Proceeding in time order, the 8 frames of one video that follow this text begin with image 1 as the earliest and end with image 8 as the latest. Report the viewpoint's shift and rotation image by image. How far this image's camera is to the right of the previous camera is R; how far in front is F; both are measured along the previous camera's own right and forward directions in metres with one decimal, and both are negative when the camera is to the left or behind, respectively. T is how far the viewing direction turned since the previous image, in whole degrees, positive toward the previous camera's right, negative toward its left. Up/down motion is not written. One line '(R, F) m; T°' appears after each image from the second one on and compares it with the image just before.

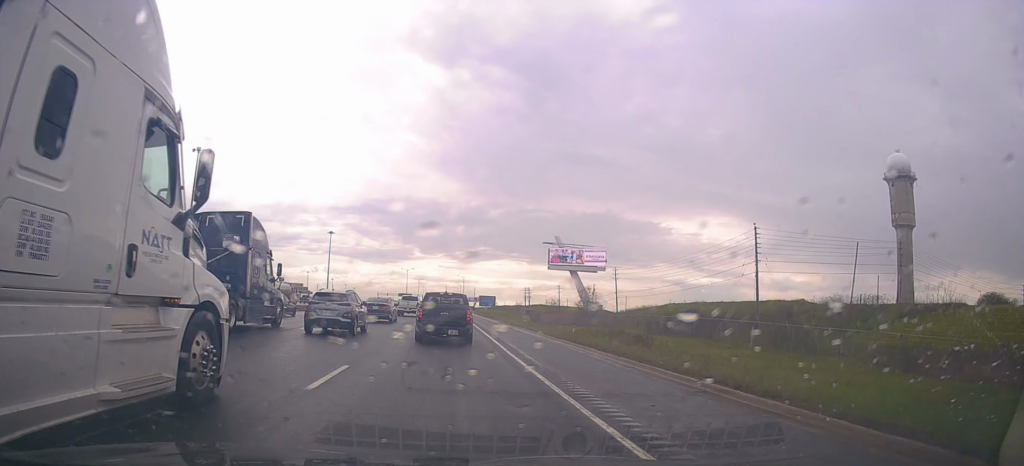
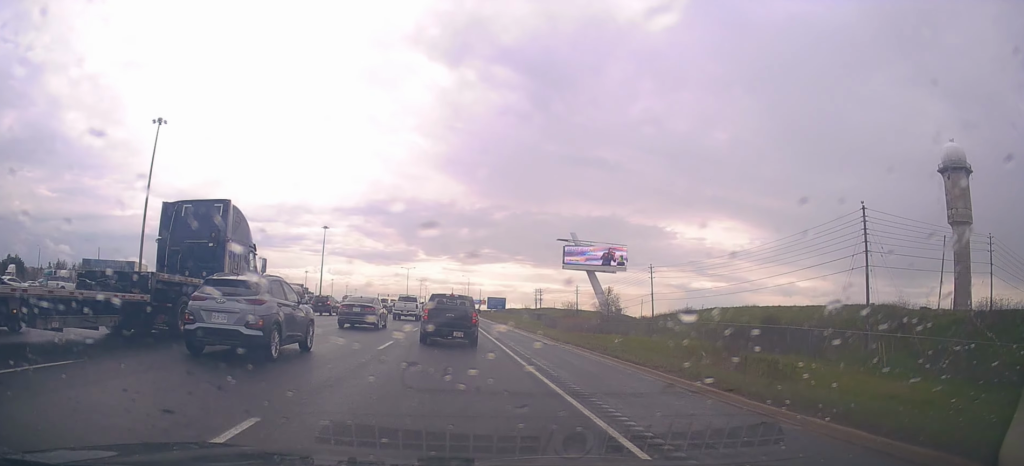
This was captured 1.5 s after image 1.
(0.0, +21.3) m; +1°
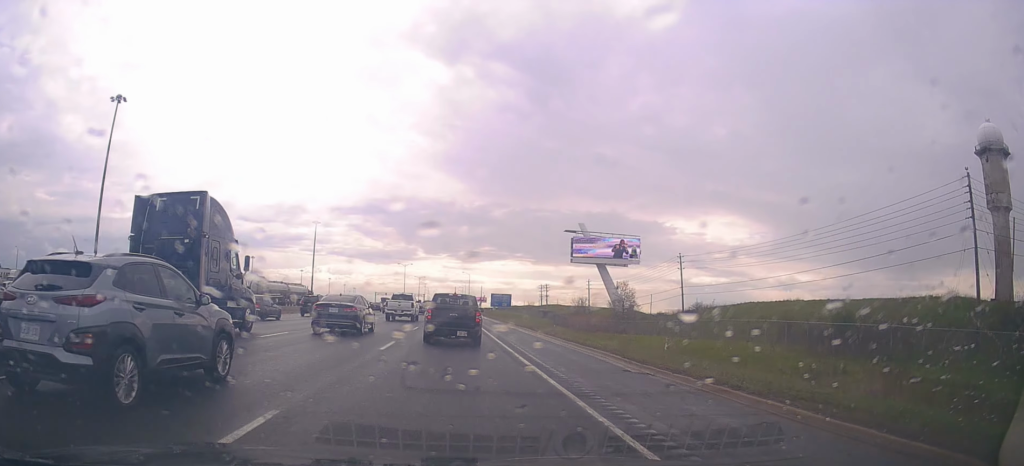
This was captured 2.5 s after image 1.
(+0.2, +13.9) m; +1°
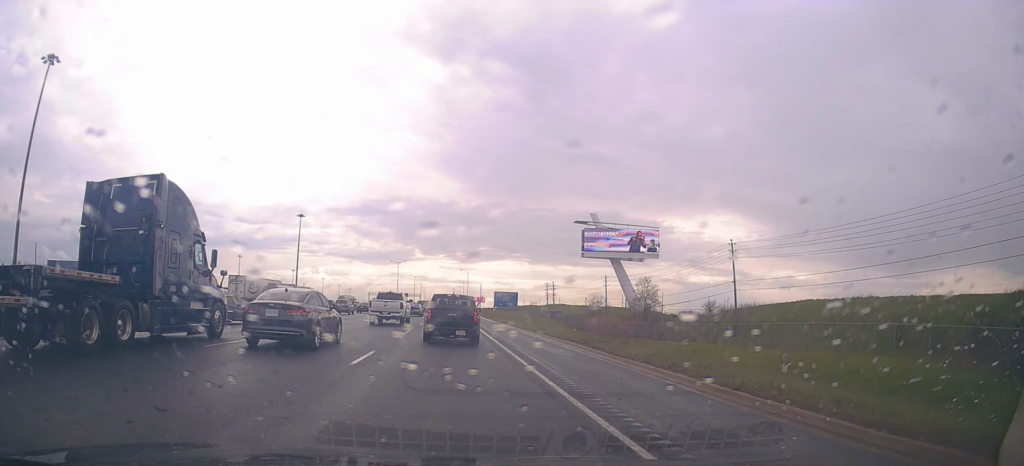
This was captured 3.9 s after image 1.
(-0.2, +17.1) m; -2°
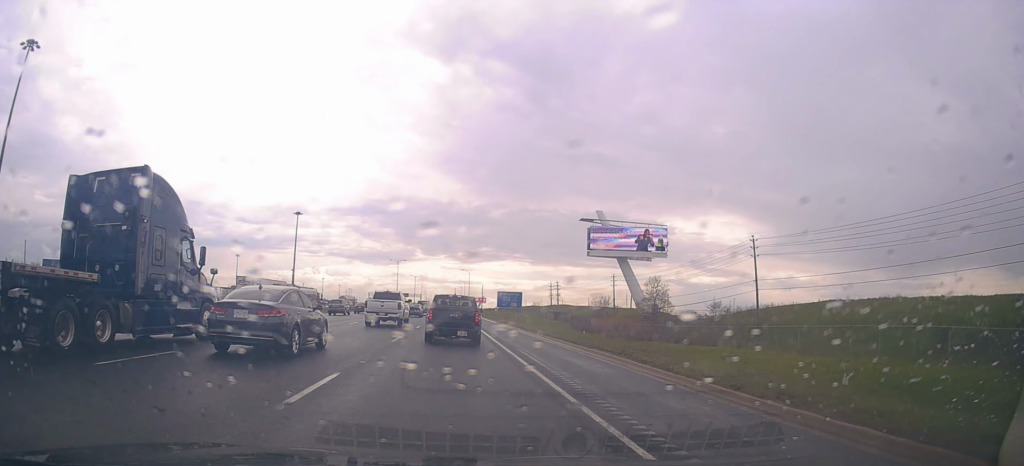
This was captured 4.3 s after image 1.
(-0.1, +5.1) m; 0°
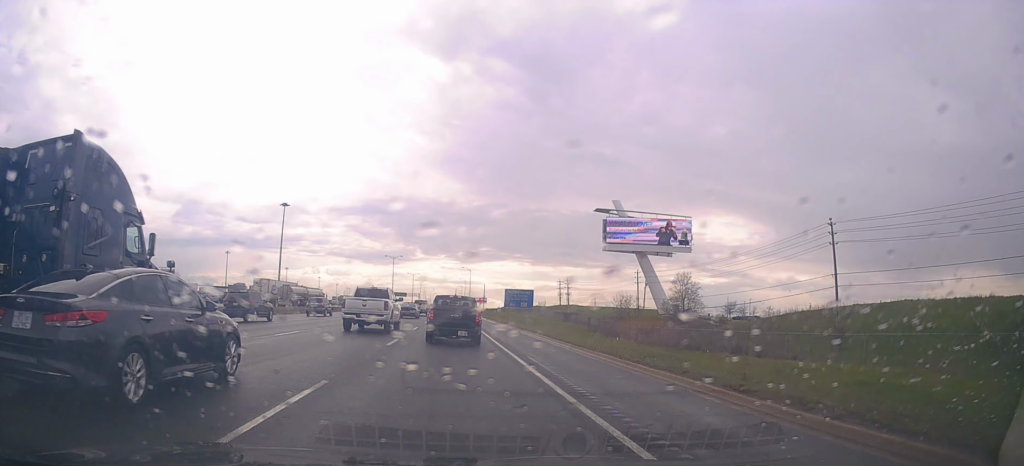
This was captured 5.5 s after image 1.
(+0.2, +14.2) m; +1°
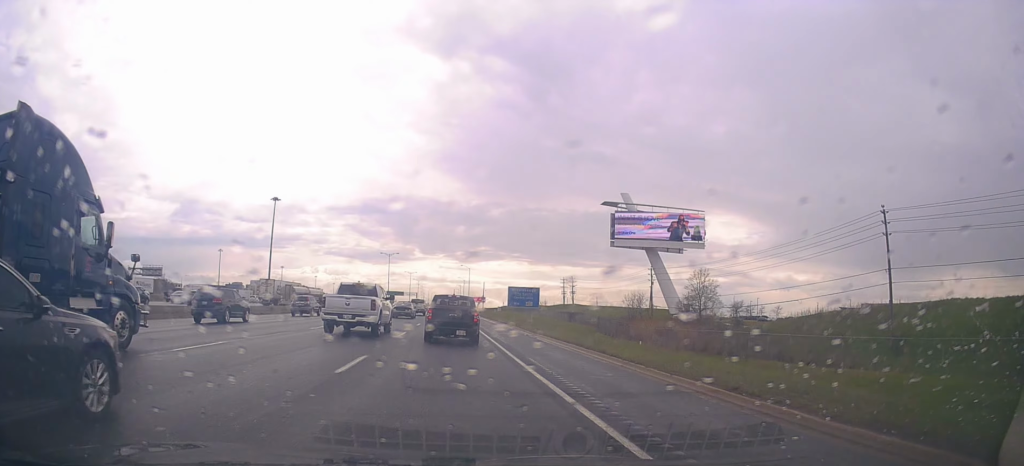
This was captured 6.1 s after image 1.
(+0.1, +7.5) m; +1°
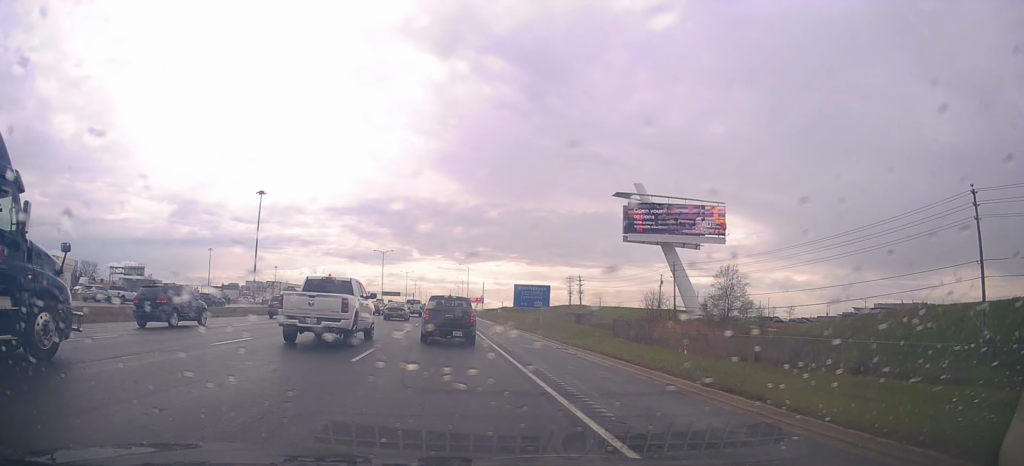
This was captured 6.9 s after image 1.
(0.0, +10.4) m; 0°
